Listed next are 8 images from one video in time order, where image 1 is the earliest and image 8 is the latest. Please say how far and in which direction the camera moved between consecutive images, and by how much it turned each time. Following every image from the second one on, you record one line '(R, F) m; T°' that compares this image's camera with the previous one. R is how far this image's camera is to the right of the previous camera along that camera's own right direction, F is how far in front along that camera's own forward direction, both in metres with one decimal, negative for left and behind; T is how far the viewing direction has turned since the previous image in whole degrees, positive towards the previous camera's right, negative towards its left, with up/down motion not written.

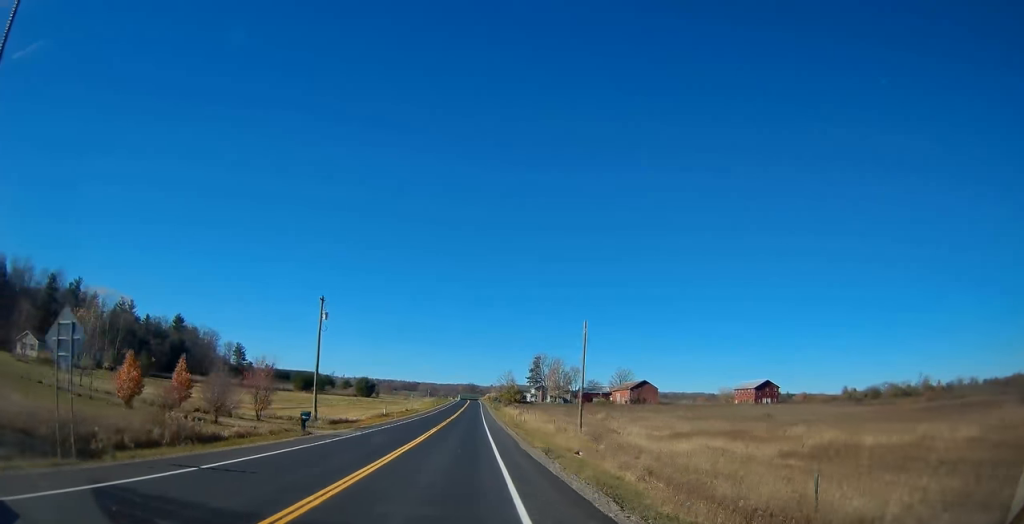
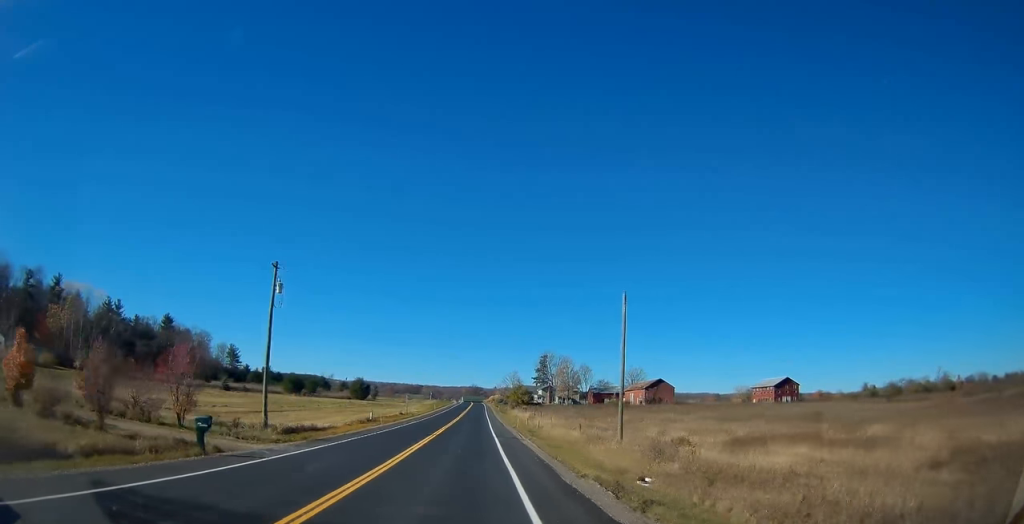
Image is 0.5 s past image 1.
(0.0, +12.2) m; 0°
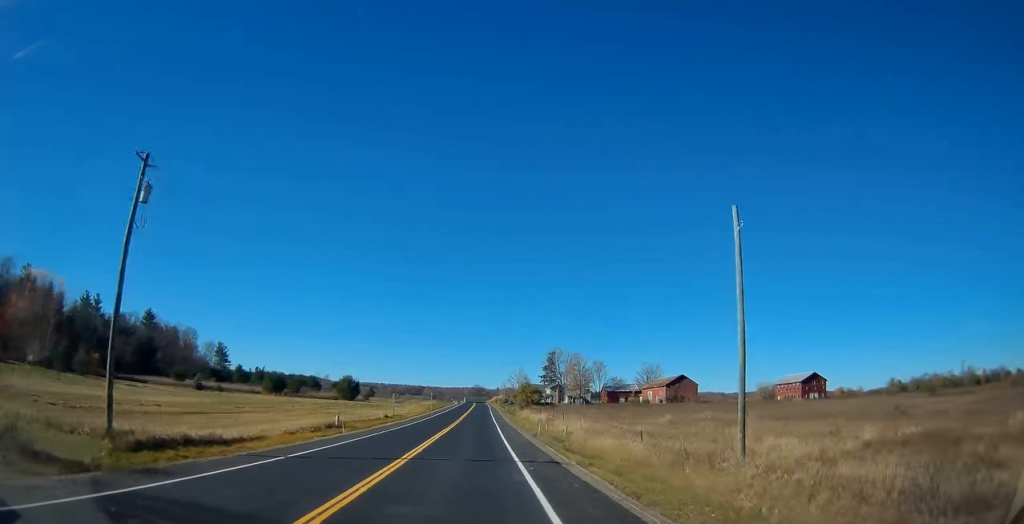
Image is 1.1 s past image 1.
(0.0, +16.5) m; 0°
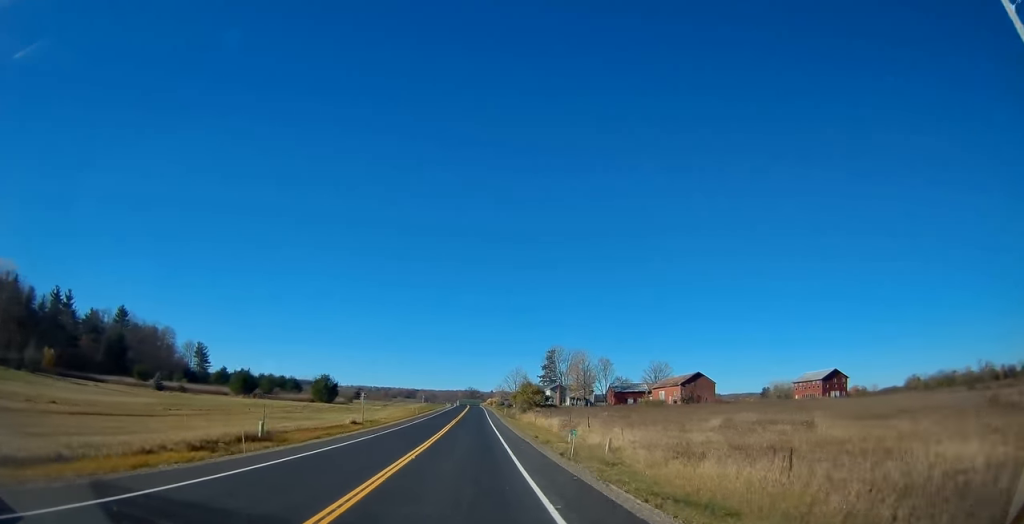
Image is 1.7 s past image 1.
(0.0, +15.6) m; +1°
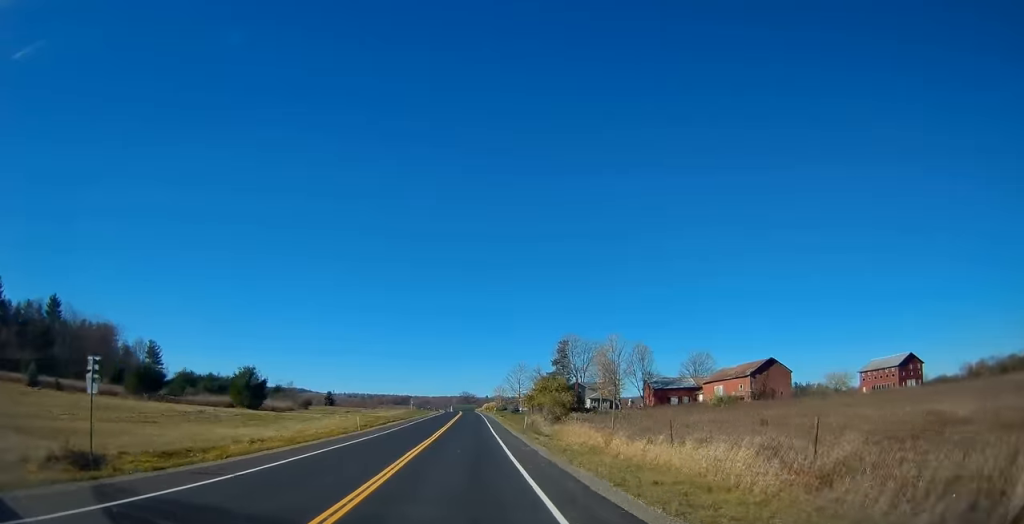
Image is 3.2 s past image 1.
(+0.4, +38.6) m; 0°
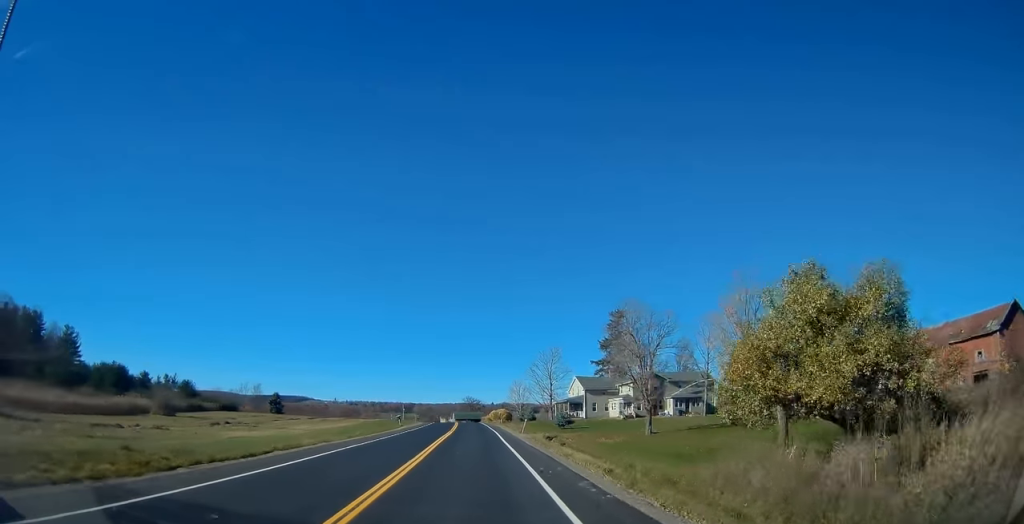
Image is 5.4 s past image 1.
(-1.3, +56.3) m; -2°
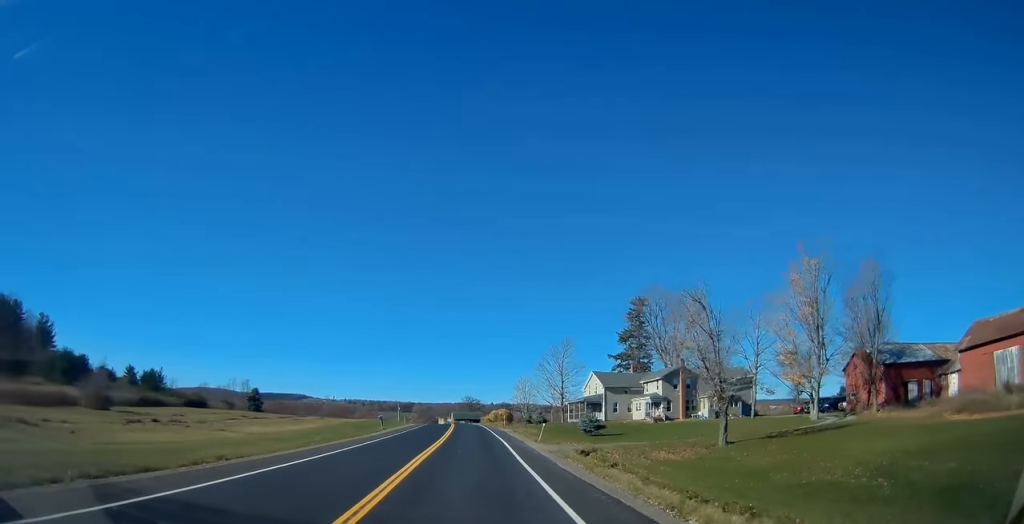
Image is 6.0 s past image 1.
(-0.7, +13.3) m; +1°
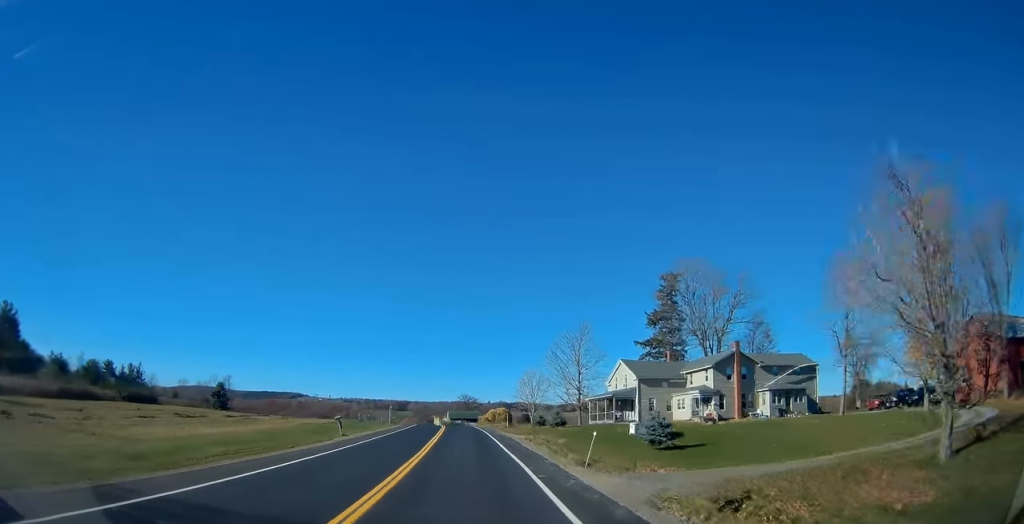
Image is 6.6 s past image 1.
(+1.5, +16.4) m; +2°
